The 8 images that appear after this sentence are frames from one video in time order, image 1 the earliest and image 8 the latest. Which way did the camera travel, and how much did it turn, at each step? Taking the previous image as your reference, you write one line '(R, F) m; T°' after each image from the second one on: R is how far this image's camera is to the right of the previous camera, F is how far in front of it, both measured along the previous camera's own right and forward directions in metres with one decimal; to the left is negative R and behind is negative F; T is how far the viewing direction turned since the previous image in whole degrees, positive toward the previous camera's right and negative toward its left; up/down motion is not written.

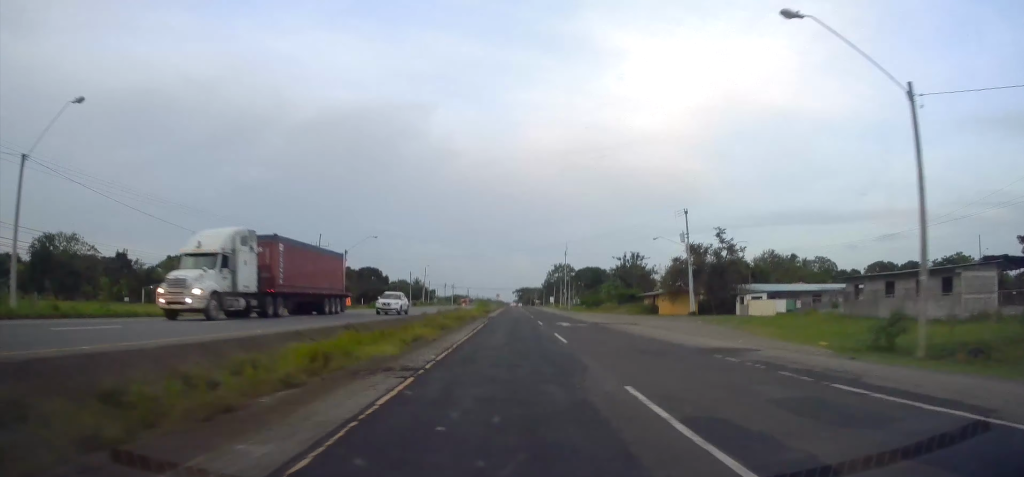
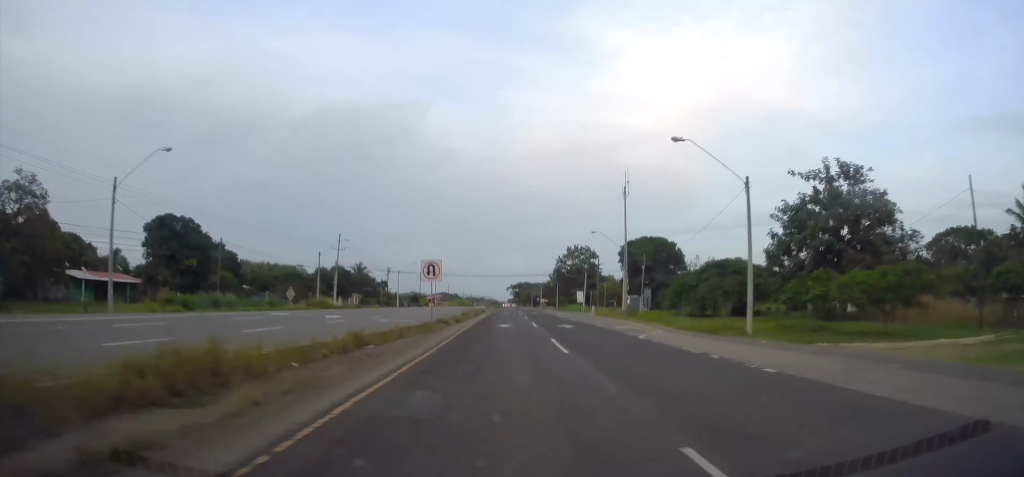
(-0.5, +94.3) m; -1°
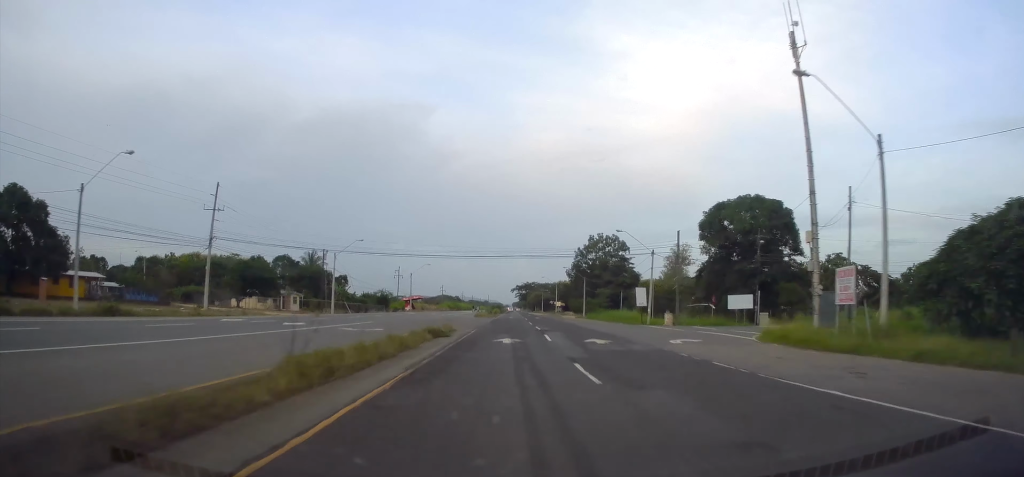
(-0.1, +46.5) m; 0°
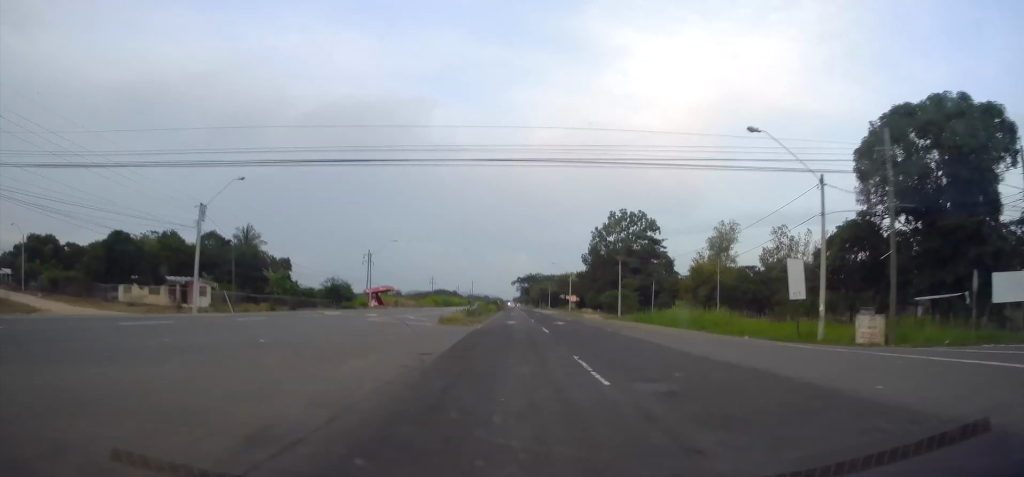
(+0.1, +34.2) m; 0°
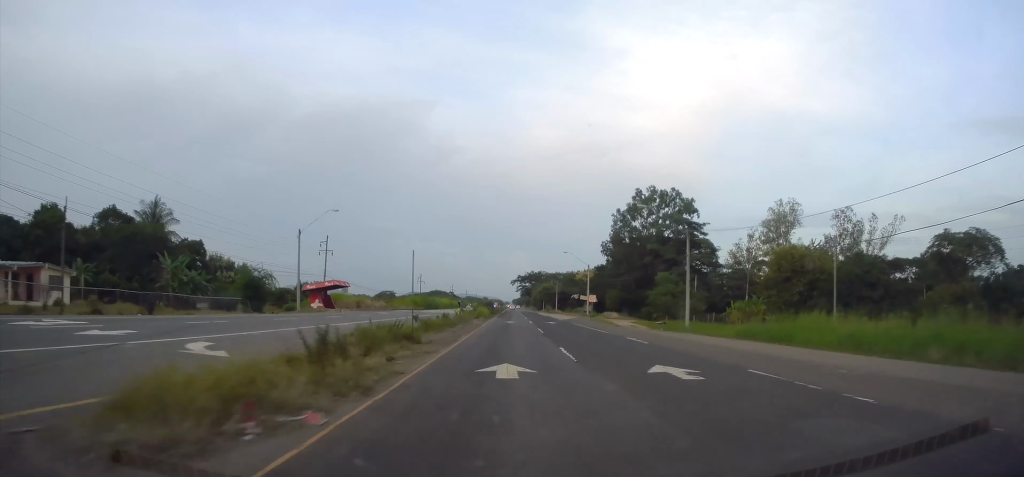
(+0.3, +28.0) m; 0°
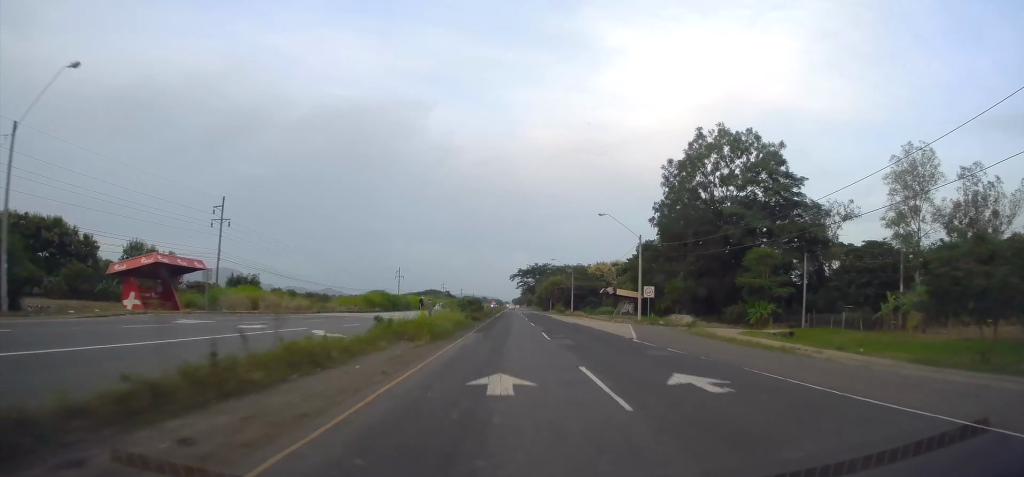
(-0.3, +35.9) m; 0°
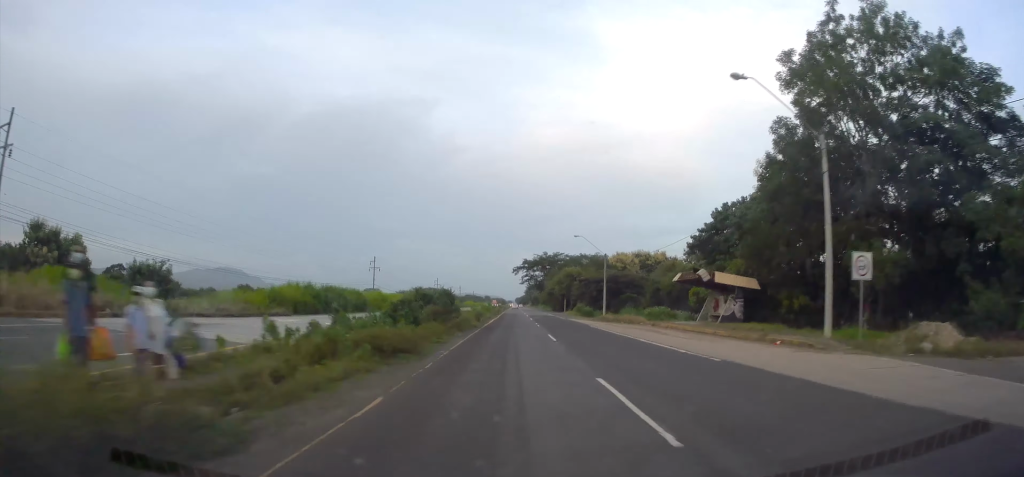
(0.0, +31.9) m; 0°
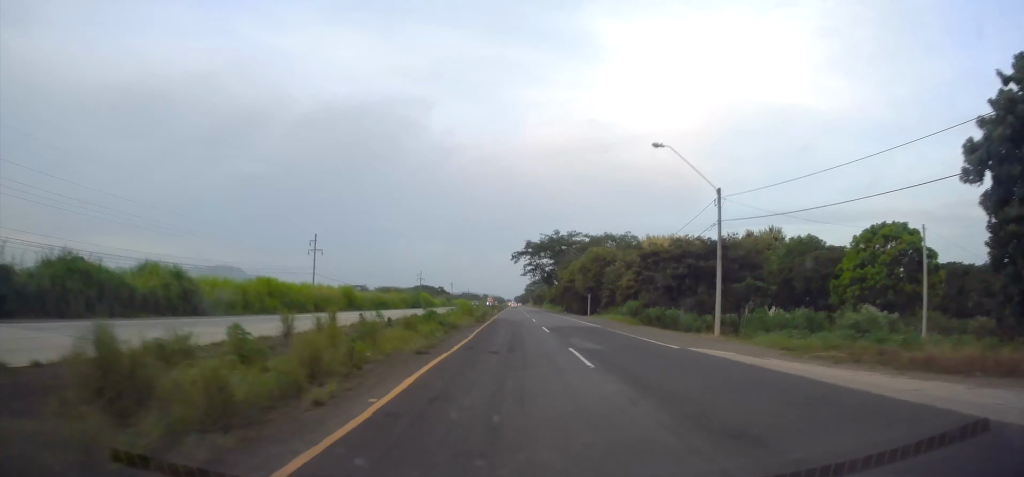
(+0.2, +37.7) m; 0°
